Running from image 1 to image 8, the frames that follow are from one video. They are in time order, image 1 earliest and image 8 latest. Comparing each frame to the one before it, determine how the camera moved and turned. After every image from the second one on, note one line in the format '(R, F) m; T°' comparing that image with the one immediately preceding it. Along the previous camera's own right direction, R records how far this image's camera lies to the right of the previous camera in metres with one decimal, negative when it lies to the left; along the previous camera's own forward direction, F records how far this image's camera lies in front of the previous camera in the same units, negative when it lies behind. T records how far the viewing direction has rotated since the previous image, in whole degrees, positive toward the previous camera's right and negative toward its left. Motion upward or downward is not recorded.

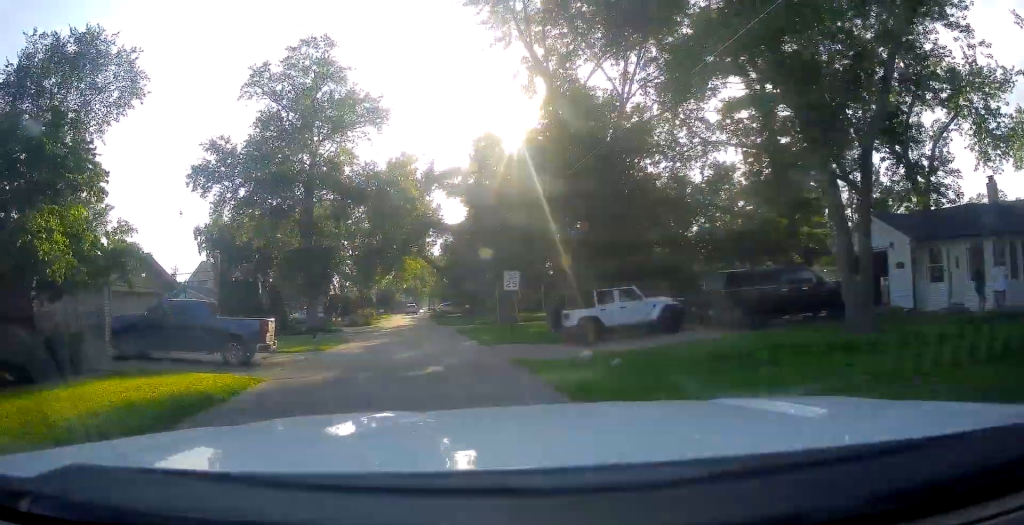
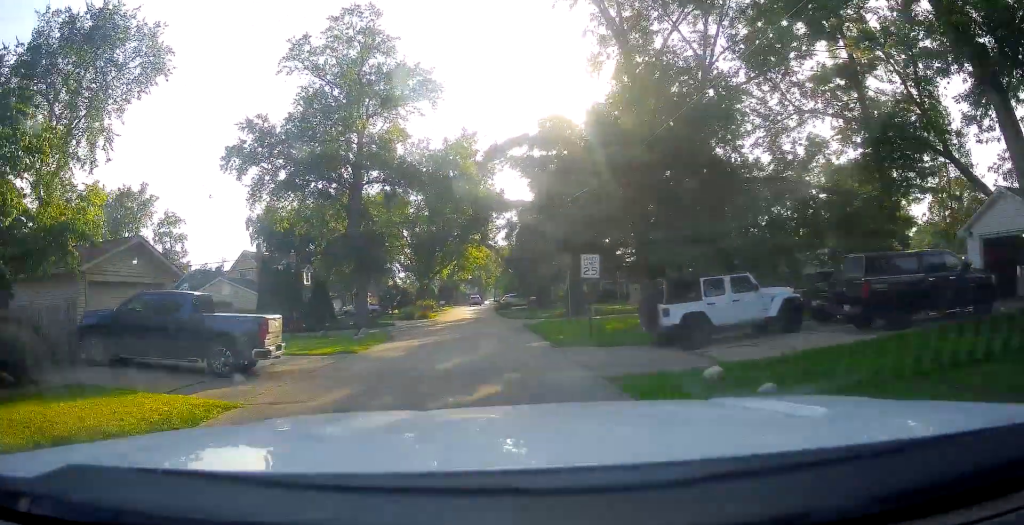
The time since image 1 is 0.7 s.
(-0.2, +4.6) m; -11°
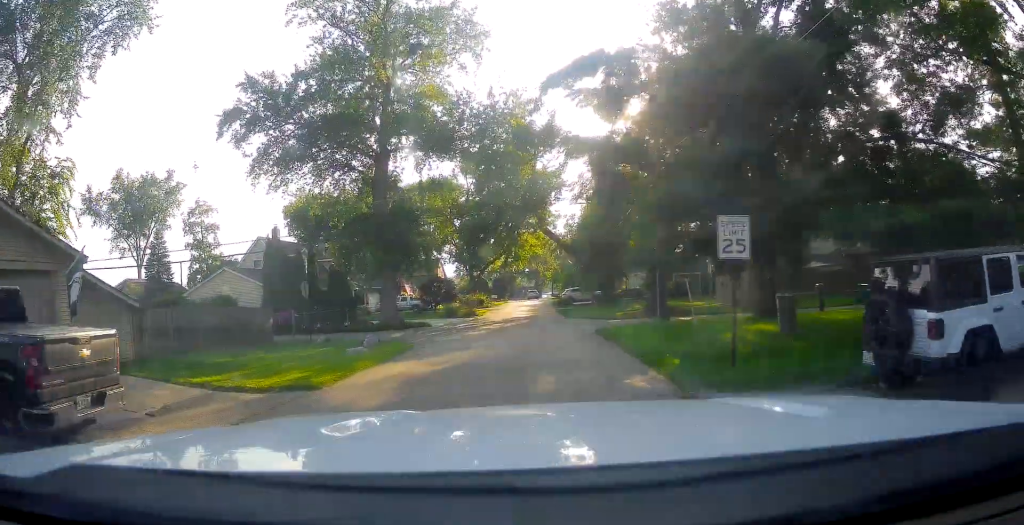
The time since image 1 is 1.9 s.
(-1.8, +7.6) m; -18°
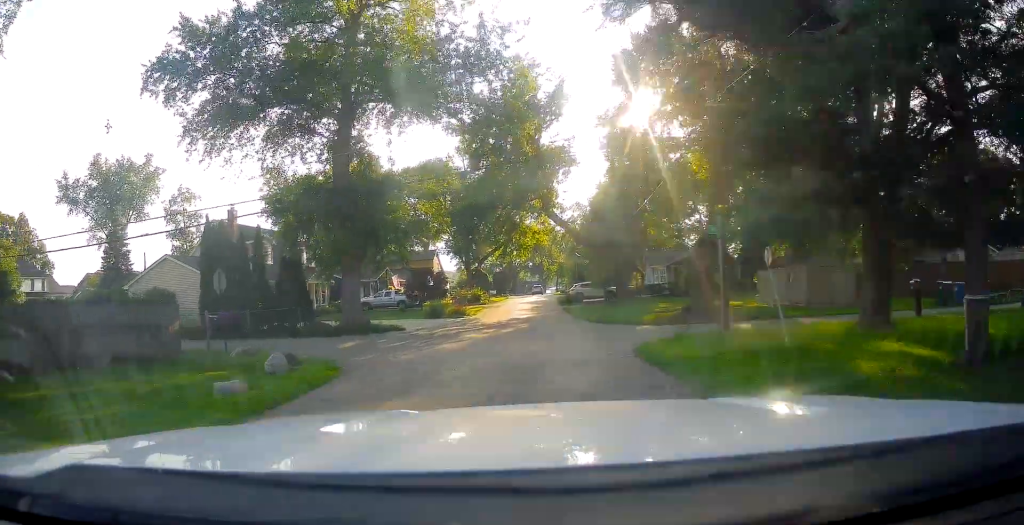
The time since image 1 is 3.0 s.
(-0.5, +7.2) m; -5°
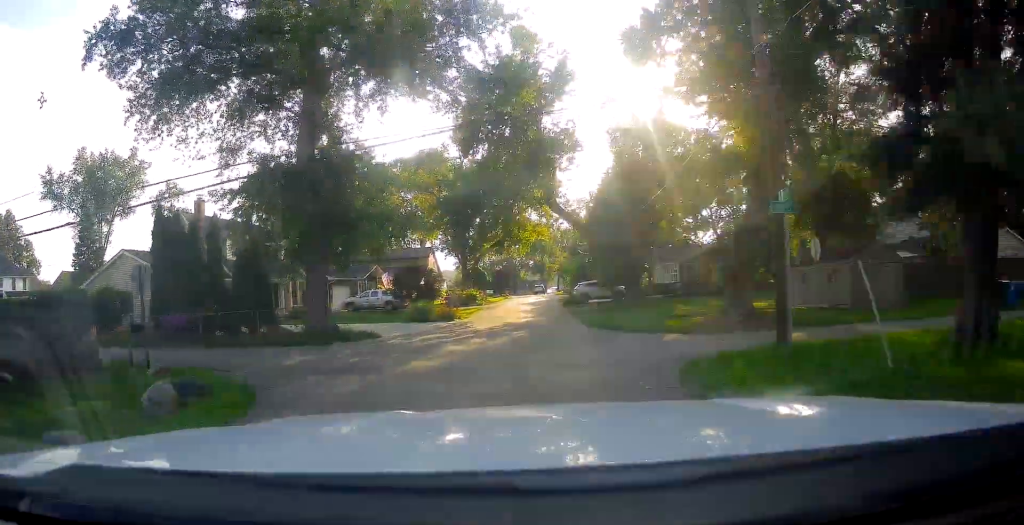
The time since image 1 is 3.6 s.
(0.0, +4.1) m; -1°
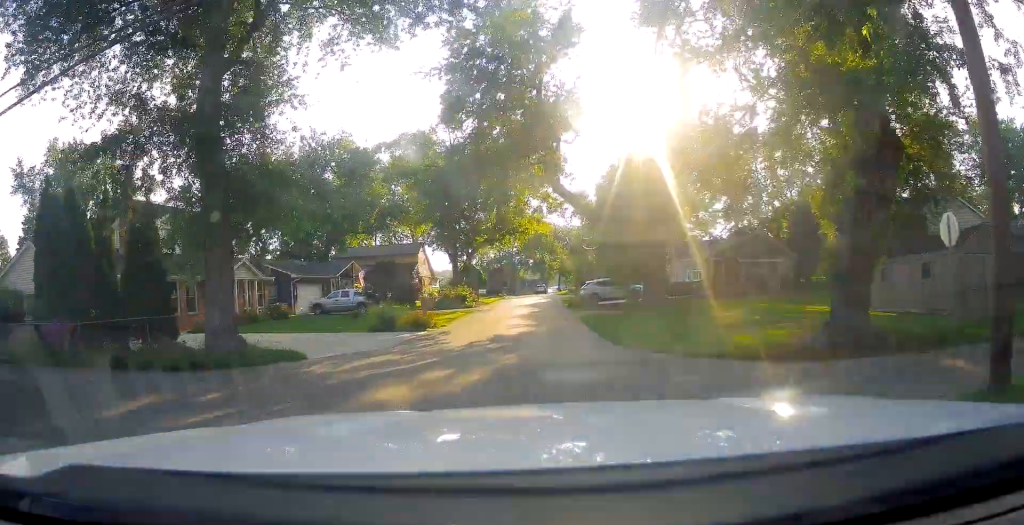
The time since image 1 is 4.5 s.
(-0.2, +7.3) m; 0°
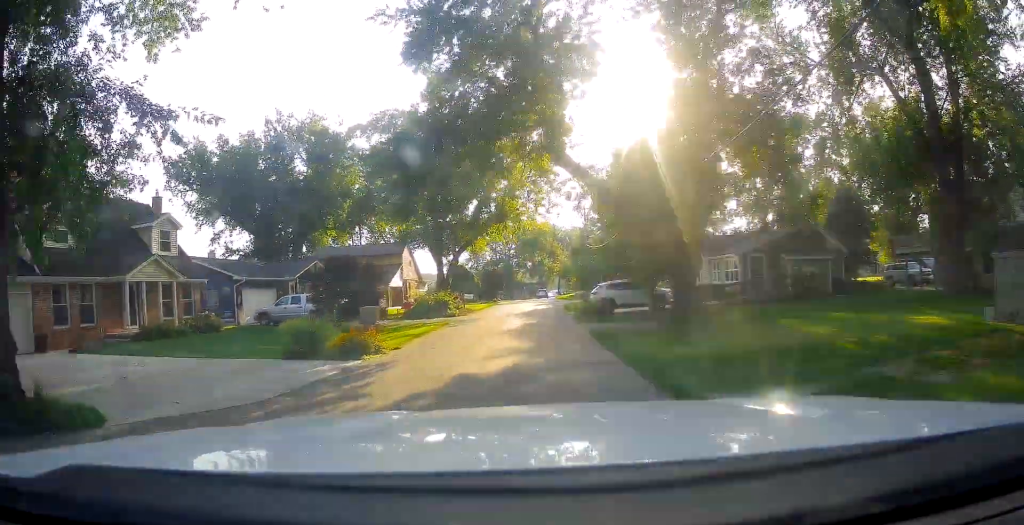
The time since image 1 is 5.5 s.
(+0.2, +8.3) m; +1°
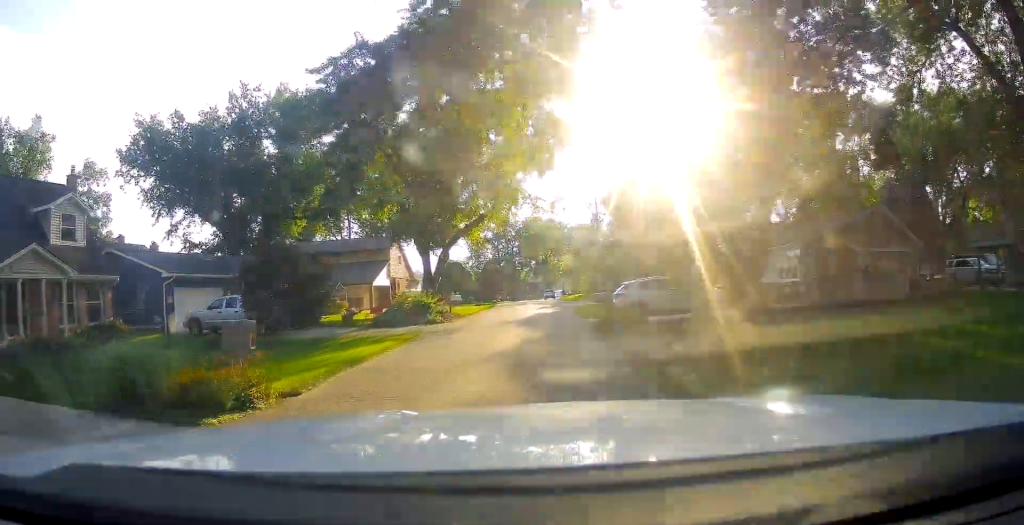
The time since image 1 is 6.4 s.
(0.0, +7.6) m; 0°
